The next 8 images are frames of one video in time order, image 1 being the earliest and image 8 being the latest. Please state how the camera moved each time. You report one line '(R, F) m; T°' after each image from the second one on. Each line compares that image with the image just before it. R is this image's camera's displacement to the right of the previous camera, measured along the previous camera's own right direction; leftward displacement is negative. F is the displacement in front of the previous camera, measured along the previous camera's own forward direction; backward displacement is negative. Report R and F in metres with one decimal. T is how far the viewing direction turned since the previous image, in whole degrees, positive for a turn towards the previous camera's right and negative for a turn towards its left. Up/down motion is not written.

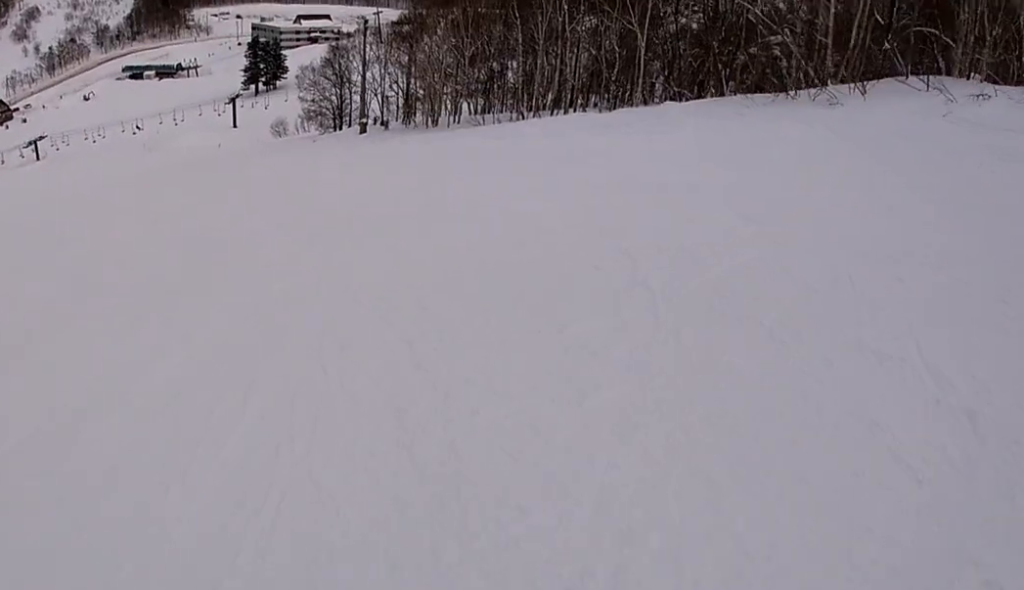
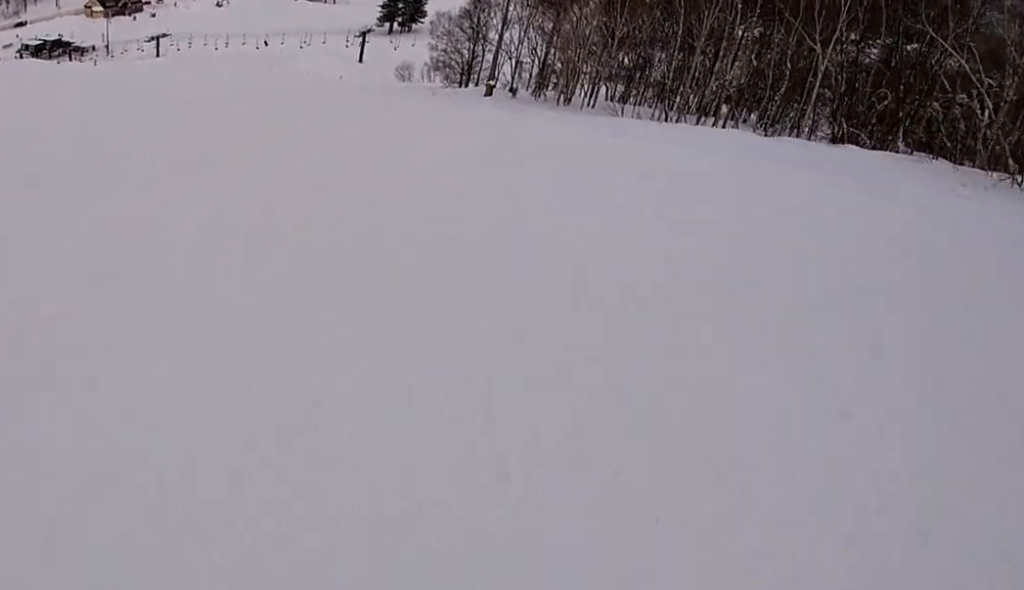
(-0.5, +4.7) m; -17°
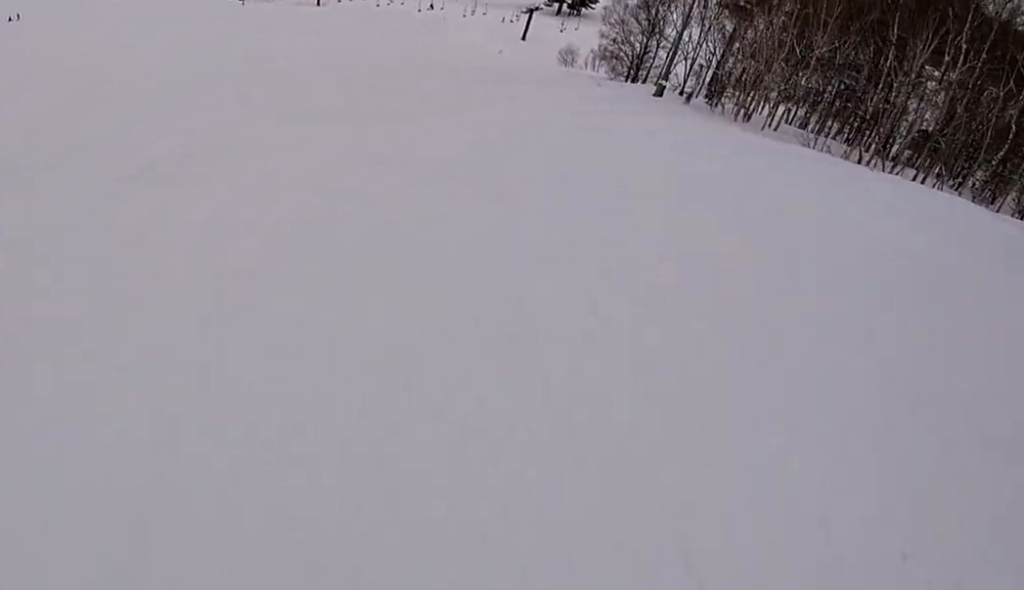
(-0.6, +4.6) m; -17°
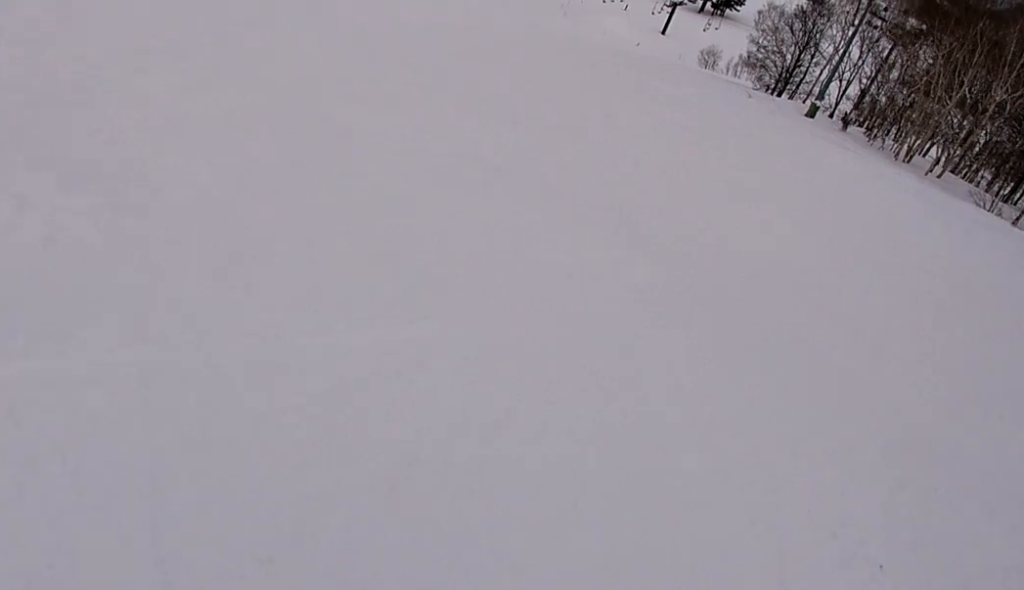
(-0.5, +3.5) m; -9°
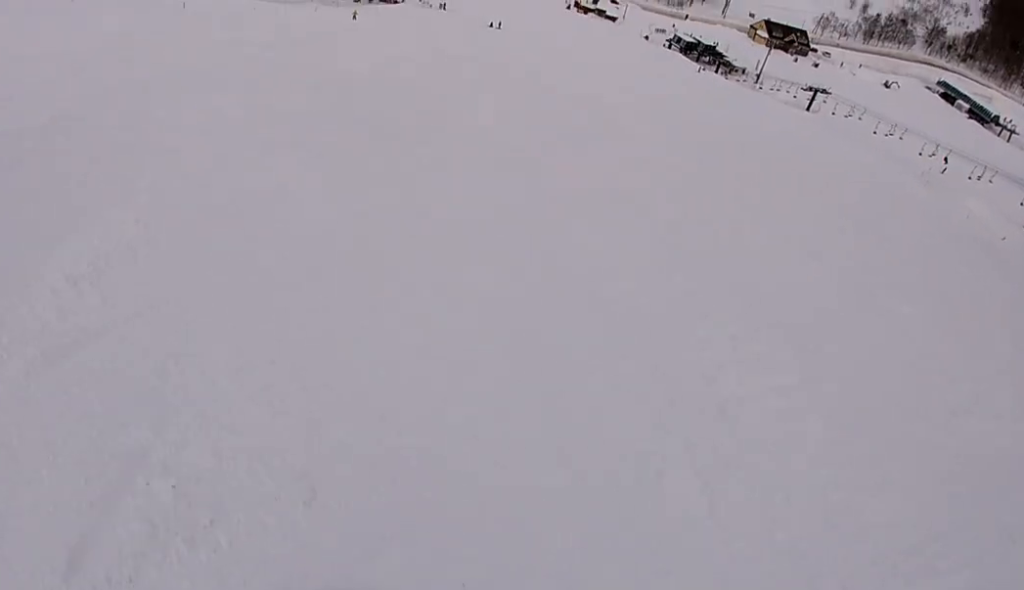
(-1.6, +9.8) m; +1°
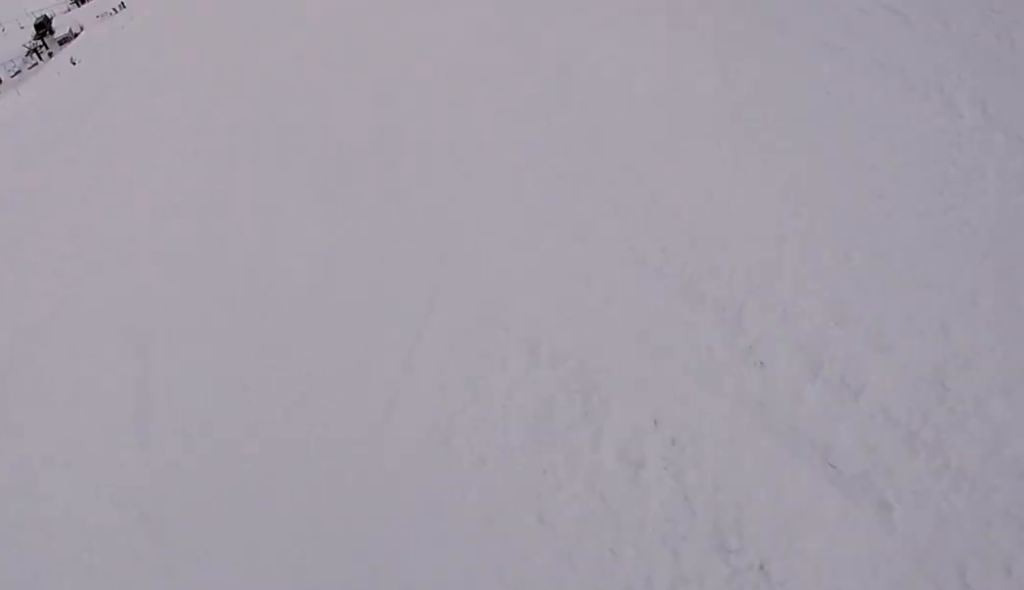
(+5.4, +14.4) m; +41°
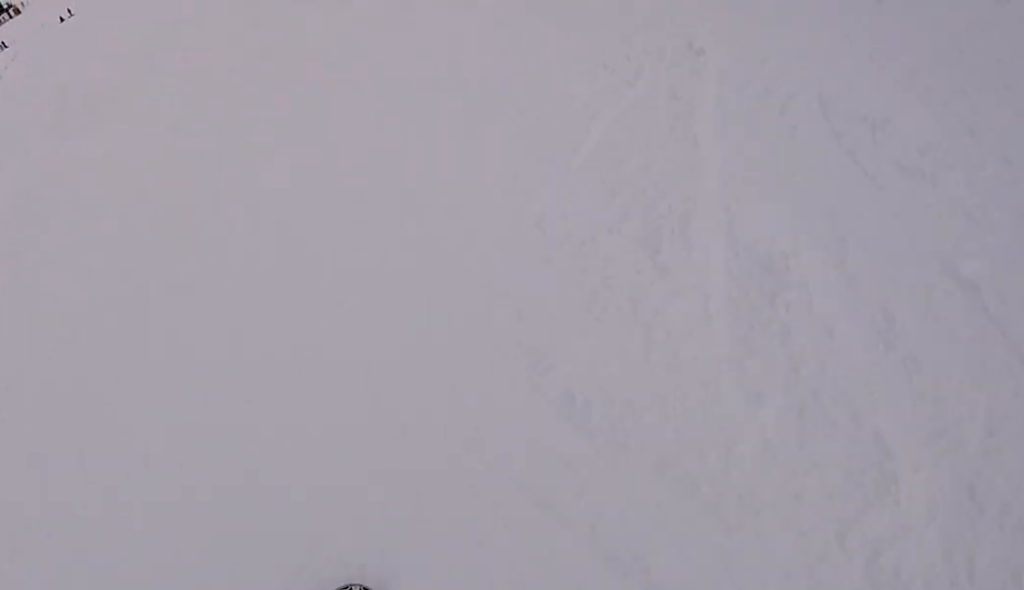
(+0.2, +4.6) m; +9°
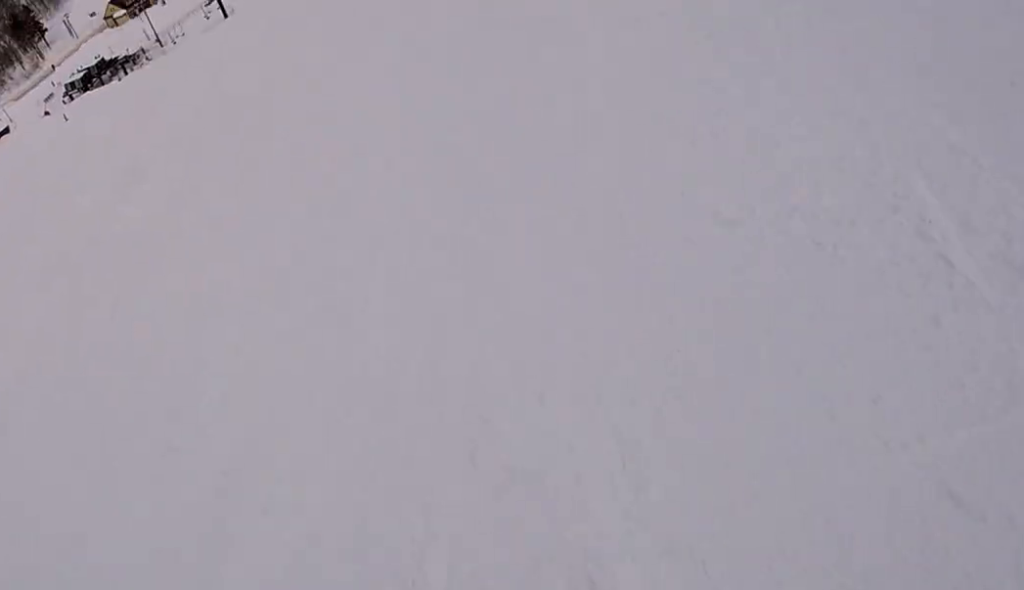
(+0.9, +6.5) m; +6°
